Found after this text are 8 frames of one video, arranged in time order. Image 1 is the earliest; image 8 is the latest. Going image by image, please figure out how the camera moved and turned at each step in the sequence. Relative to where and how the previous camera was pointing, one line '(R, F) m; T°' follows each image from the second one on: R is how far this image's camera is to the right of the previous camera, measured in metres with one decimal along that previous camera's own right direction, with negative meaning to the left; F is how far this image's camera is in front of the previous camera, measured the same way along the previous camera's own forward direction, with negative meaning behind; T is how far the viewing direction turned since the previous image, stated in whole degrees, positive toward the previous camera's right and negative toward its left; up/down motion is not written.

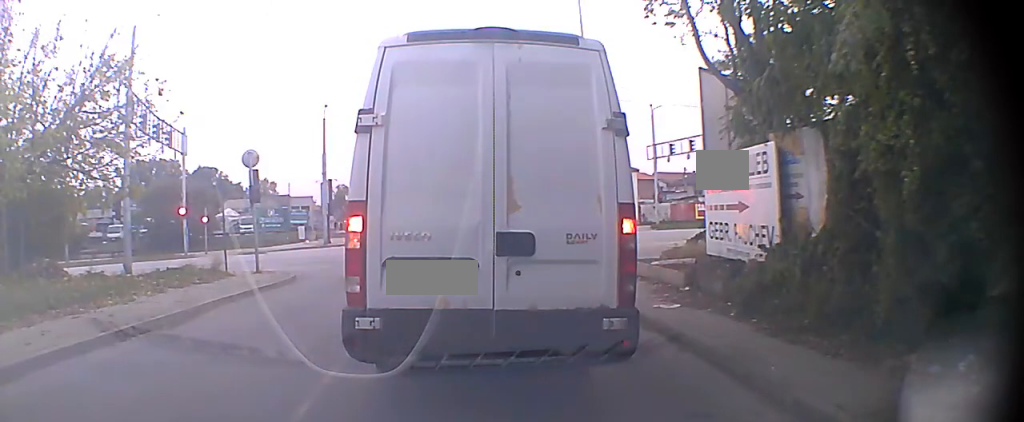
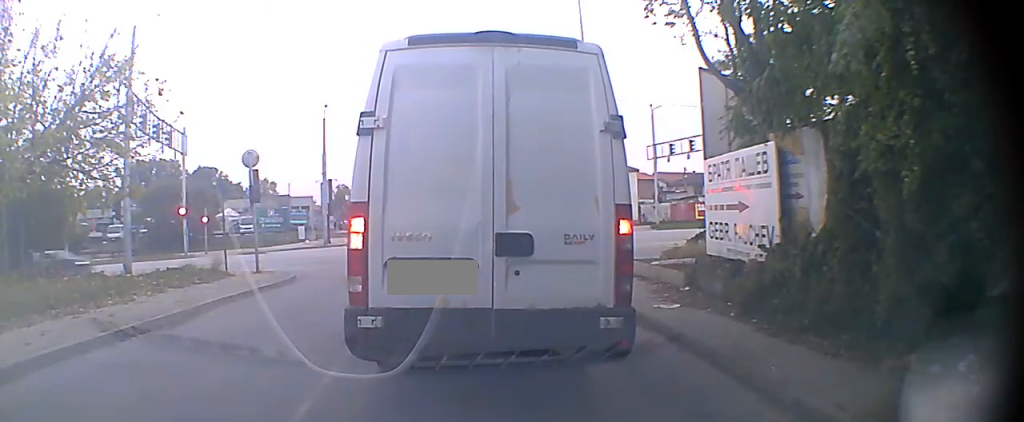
(0.0, 0.0) m; 0°
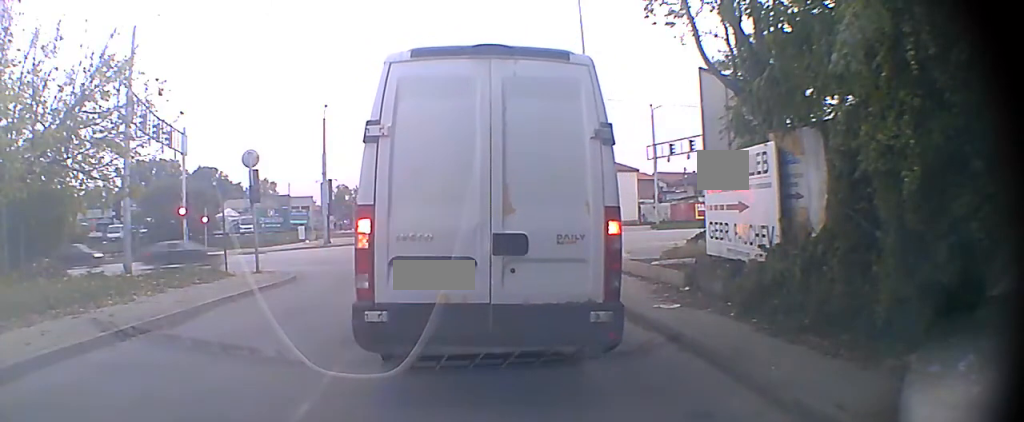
(0.0, 0.0) m; 0°
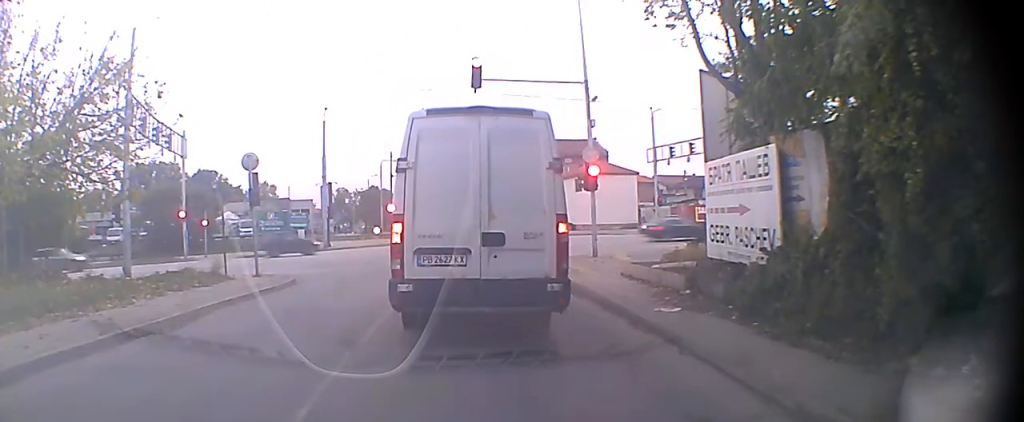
(0.0, +0.3) m; 0°
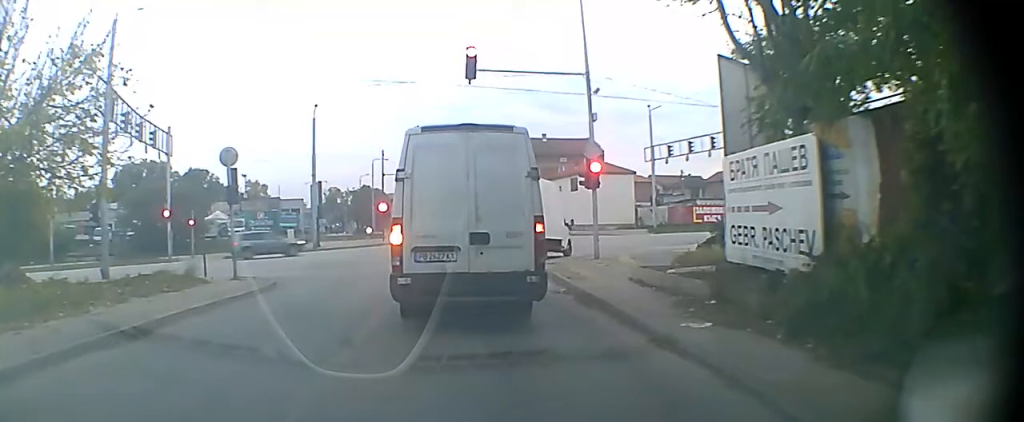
(0.0, +1.5) m; 0°
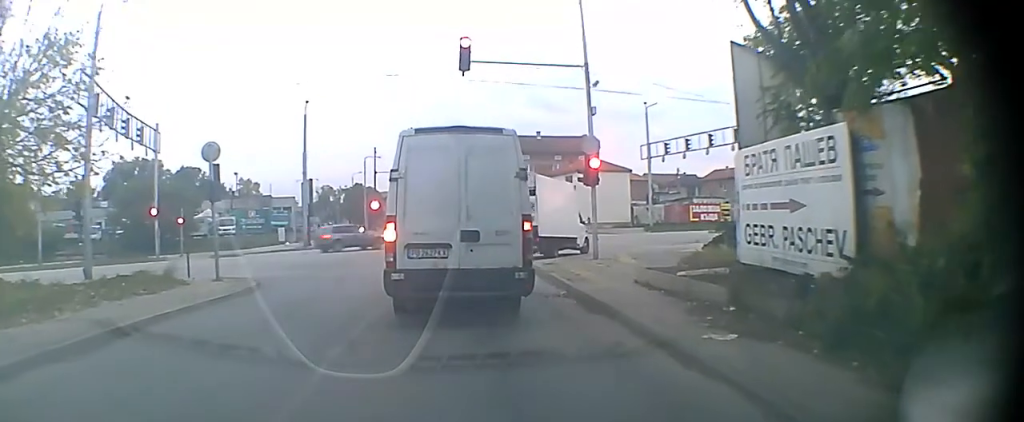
(0.0, +1.0) m; +1°
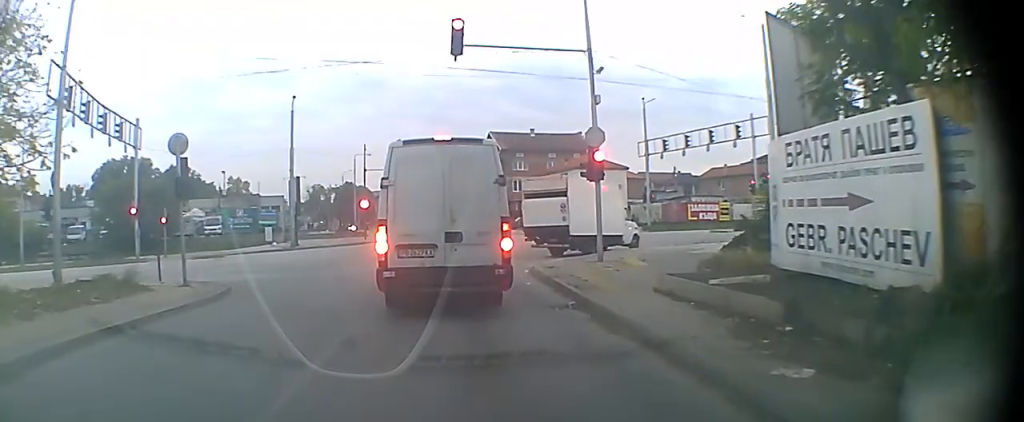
(0.0, +1.9) m; +3°
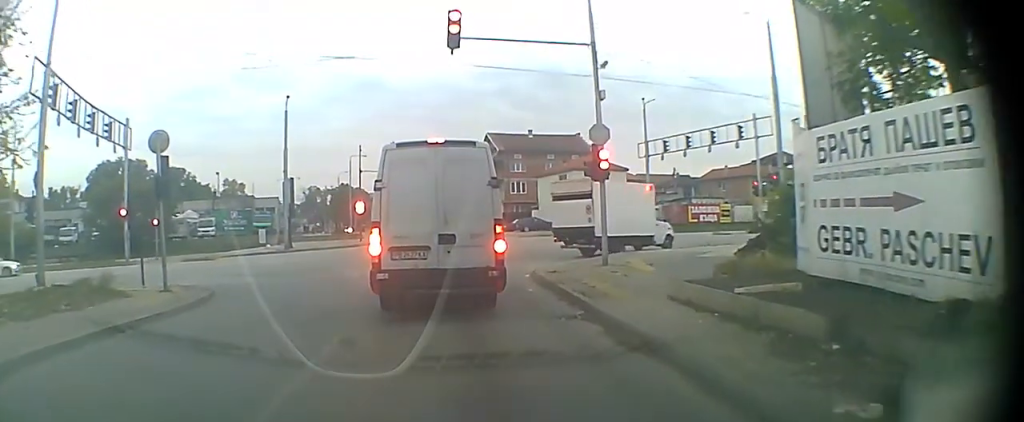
(0.0, +1.3) m; +1°
